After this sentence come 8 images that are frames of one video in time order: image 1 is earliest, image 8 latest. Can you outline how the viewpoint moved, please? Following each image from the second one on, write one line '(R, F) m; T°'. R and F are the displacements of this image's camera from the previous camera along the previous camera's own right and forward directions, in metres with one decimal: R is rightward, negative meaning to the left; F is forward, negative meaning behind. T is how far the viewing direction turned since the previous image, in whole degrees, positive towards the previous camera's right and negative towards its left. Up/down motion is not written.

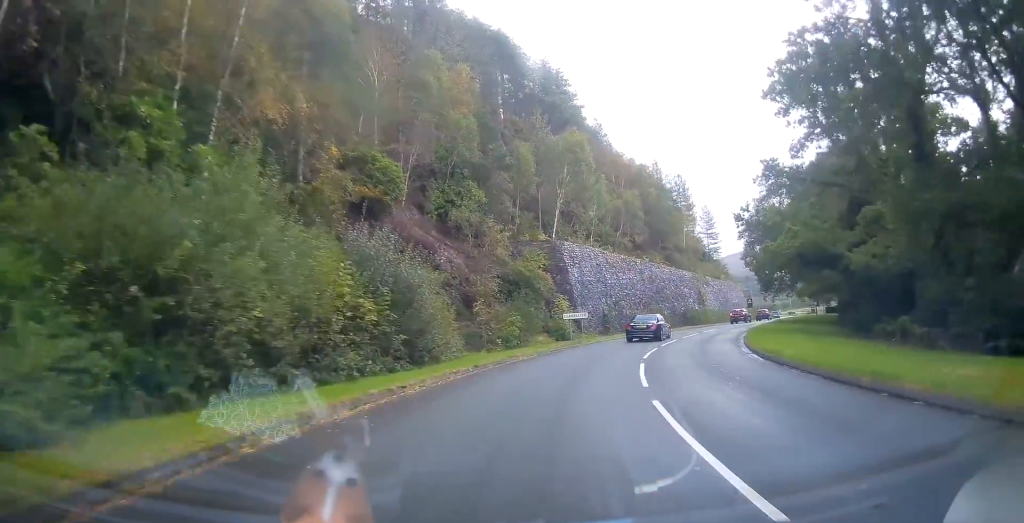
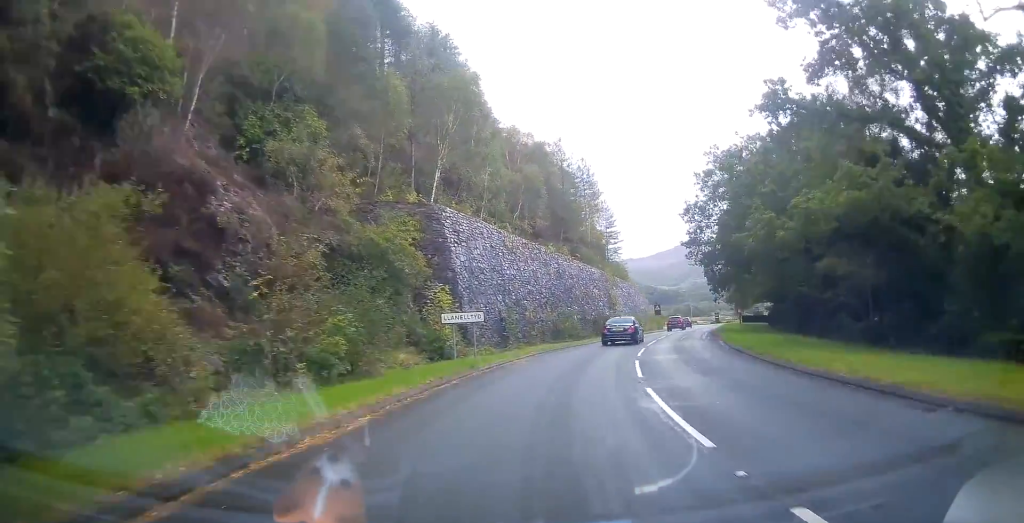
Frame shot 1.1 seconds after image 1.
(+1.2, +14.6) m; +9°
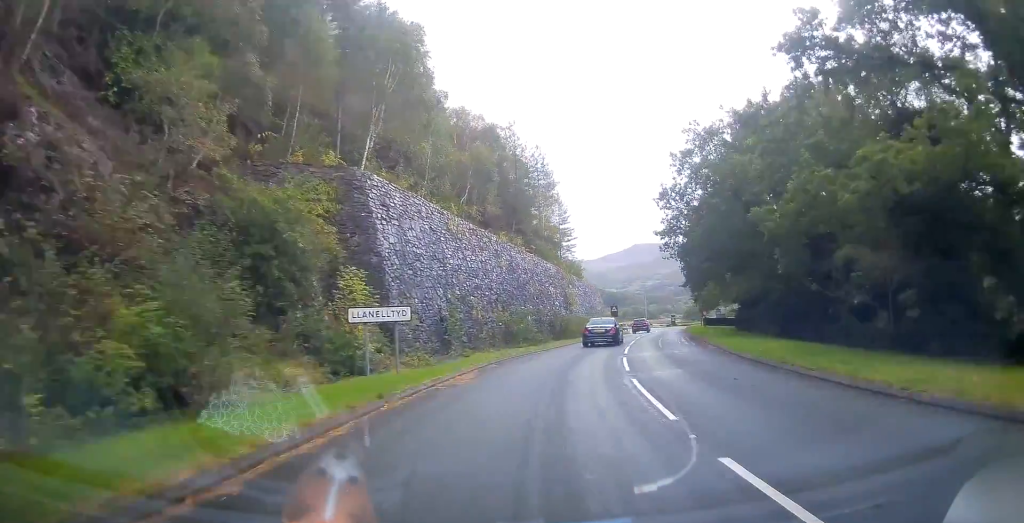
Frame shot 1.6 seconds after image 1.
(+0.3, +6.4) m; +4°
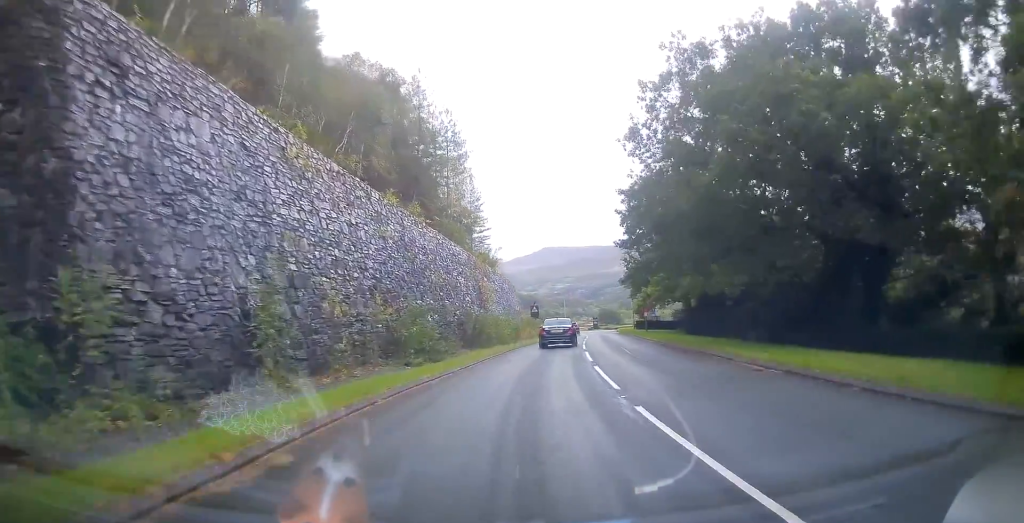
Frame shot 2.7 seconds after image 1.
(+1.0, +13.0) m; +9°
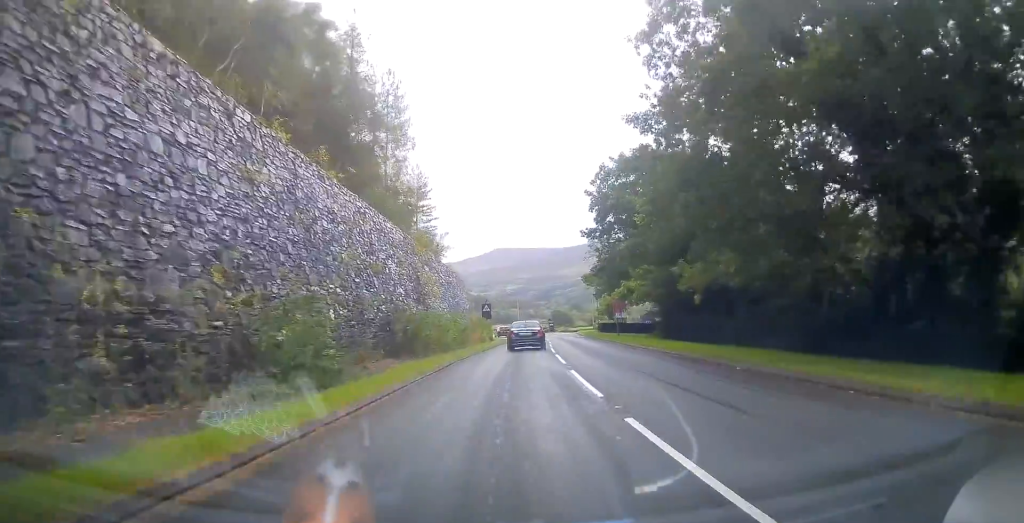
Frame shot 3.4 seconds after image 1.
(+0.6, +9.7) m; +5°
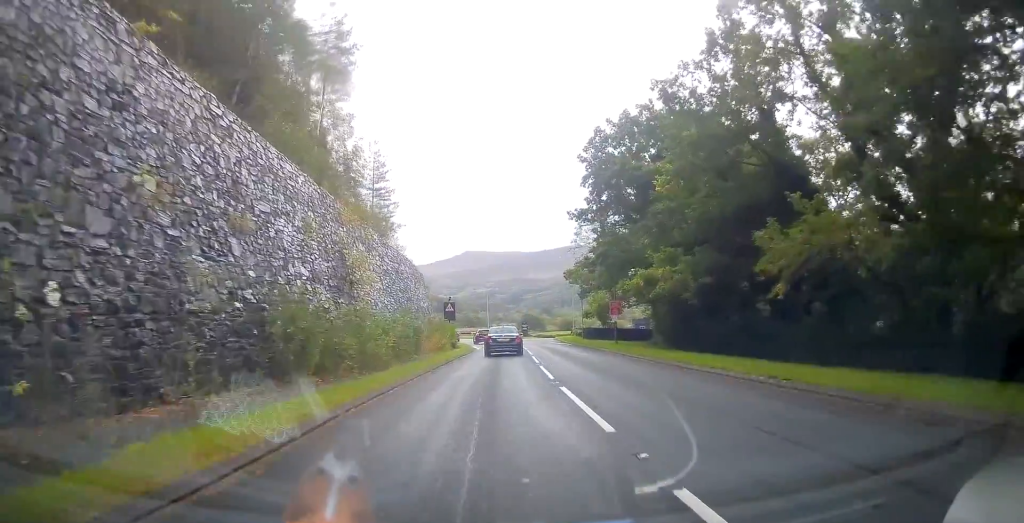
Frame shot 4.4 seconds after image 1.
(+0.3, +11.8) m; +3°
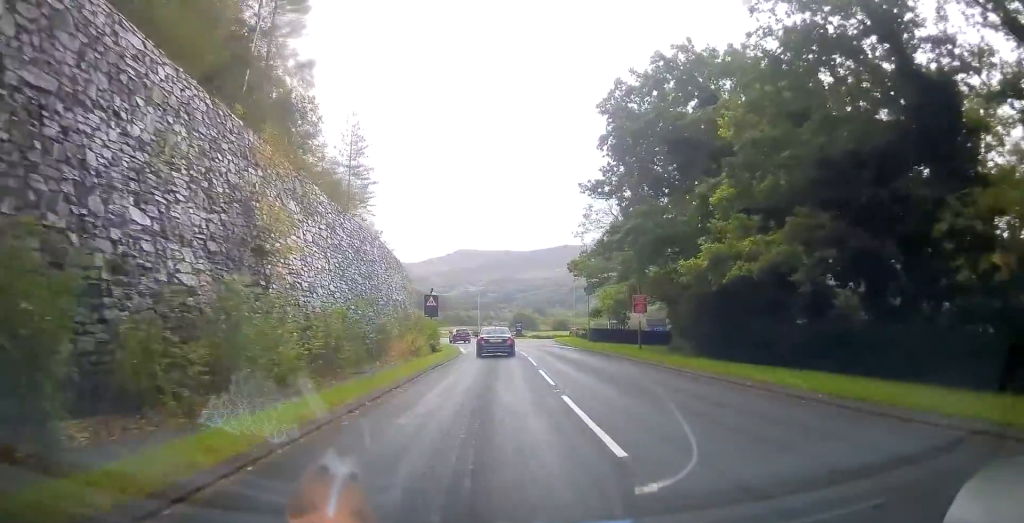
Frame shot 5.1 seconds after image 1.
(+0.3, +9.3) m; +2°
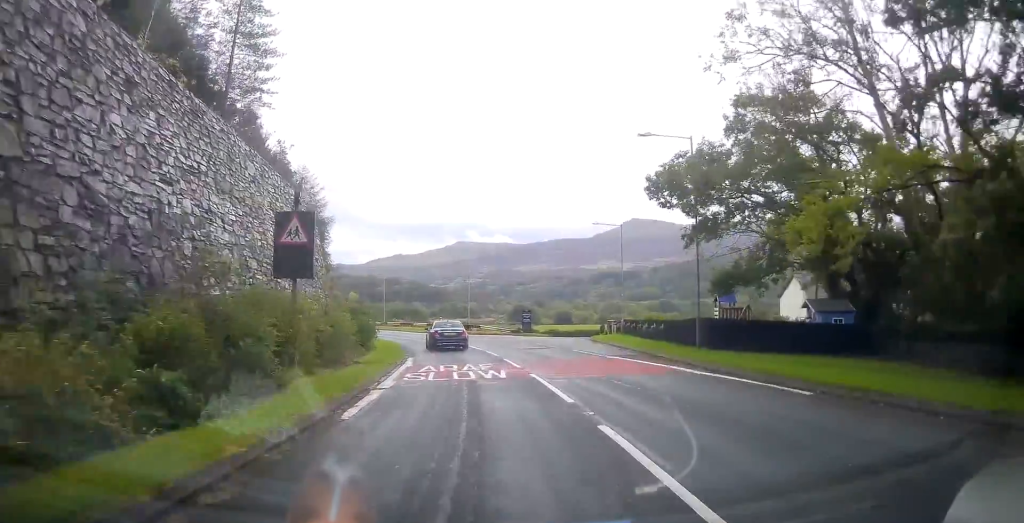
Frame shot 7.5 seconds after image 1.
(+0.7, +29.9) m; 0°
